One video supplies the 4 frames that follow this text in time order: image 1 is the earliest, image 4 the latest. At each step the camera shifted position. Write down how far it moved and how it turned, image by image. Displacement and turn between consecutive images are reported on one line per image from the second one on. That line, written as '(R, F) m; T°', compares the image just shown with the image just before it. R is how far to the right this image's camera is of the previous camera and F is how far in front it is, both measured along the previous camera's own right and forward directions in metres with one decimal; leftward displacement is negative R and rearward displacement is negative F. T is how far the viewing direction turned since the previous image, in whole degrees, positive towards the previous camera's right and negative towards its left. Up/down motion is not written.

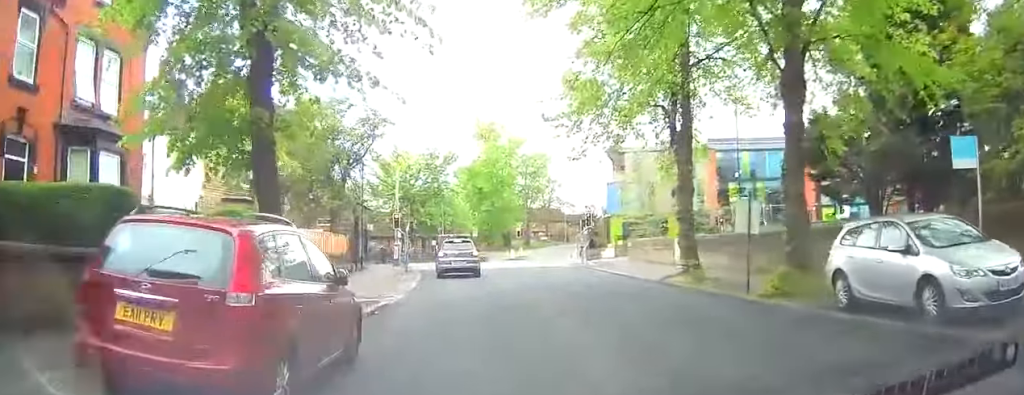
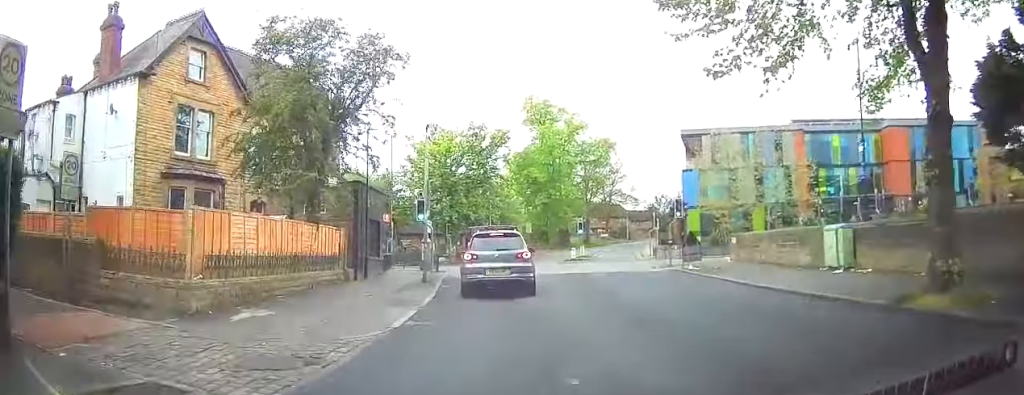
(+0.6, +13.5) m; +7°
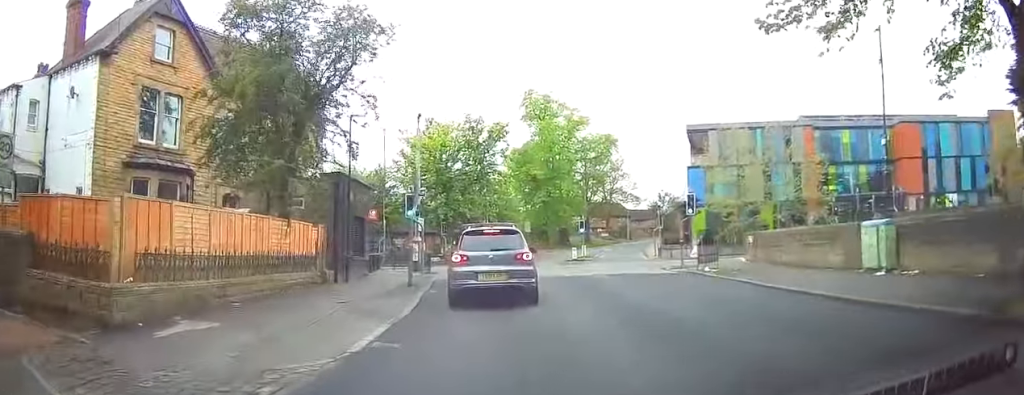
(0.0, +3.3) m; -6°
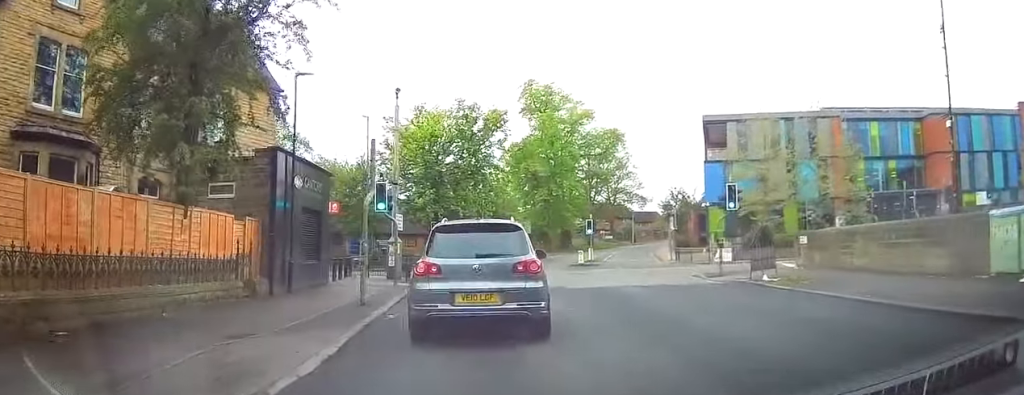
(-0.3, +7.2) m; +6°
